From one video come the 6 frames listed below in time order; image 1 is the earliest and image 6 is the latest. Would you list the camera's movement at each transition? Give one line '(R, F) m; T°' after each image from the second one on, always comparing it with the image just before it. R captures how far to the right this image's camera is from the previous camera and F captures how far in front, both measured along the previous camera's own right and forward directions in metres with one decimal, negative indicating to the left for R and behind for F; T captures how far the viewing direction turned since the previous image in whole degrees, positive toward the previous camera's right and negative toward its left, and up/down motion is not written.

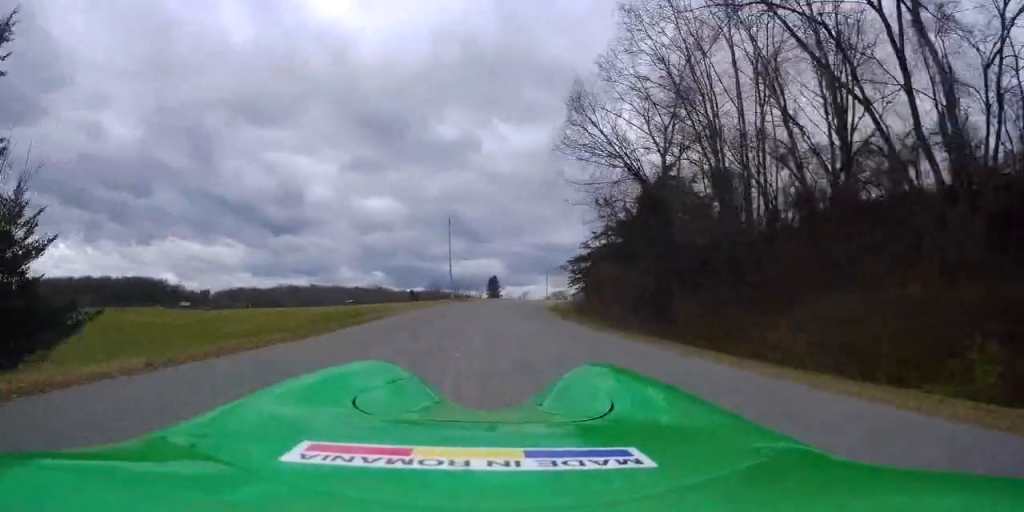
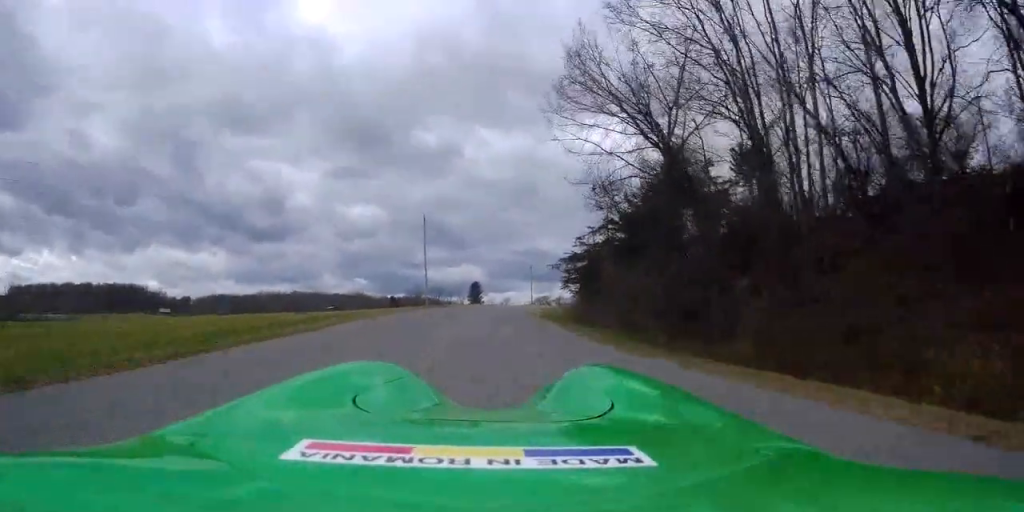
(+0.1, +7.1) m; 0°
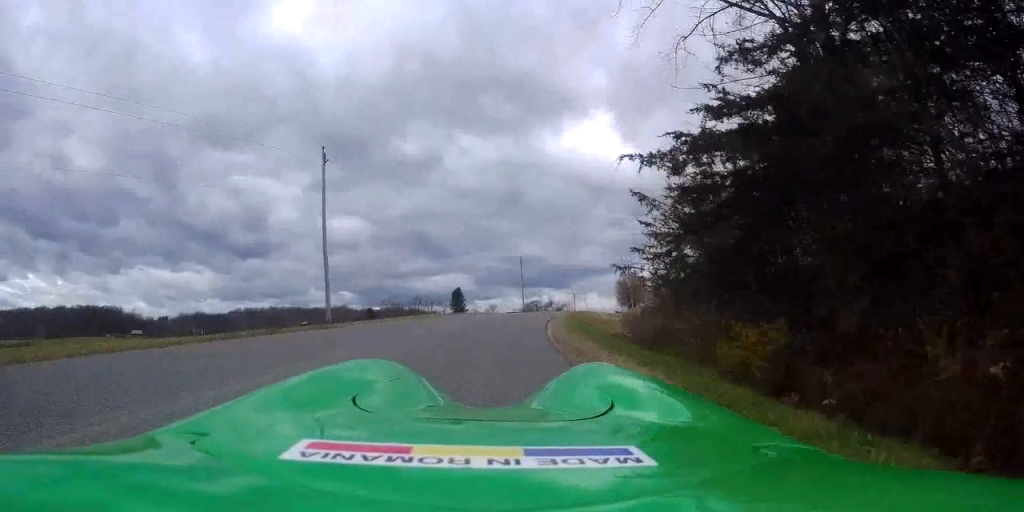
(-0.4, +28.1) m; 0°
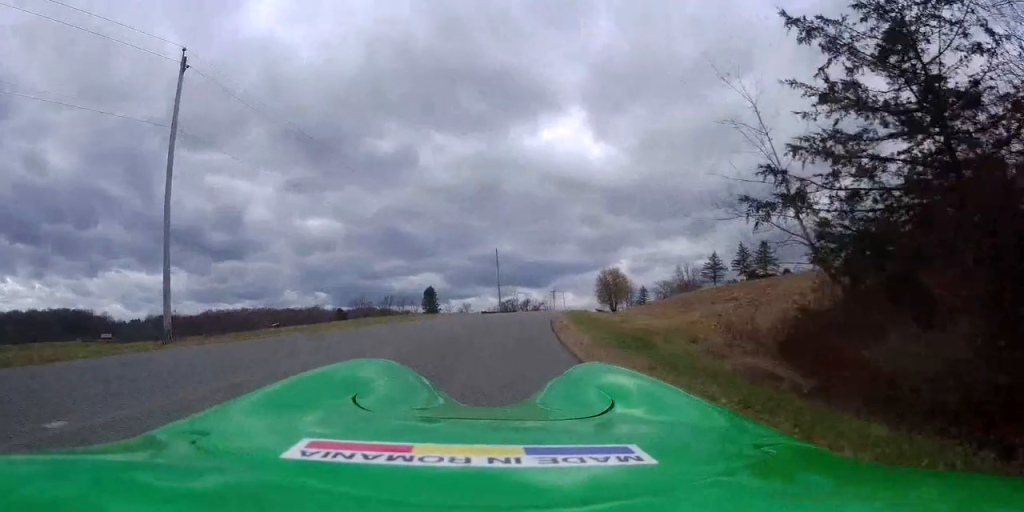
(+0.3, +12.4) m; +2°
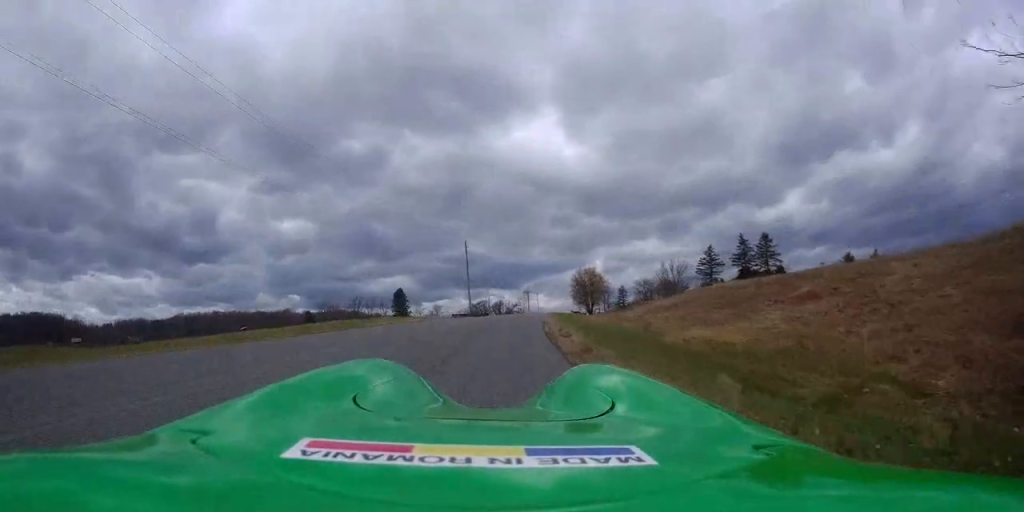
(+0.1, +8.9) m; +2°
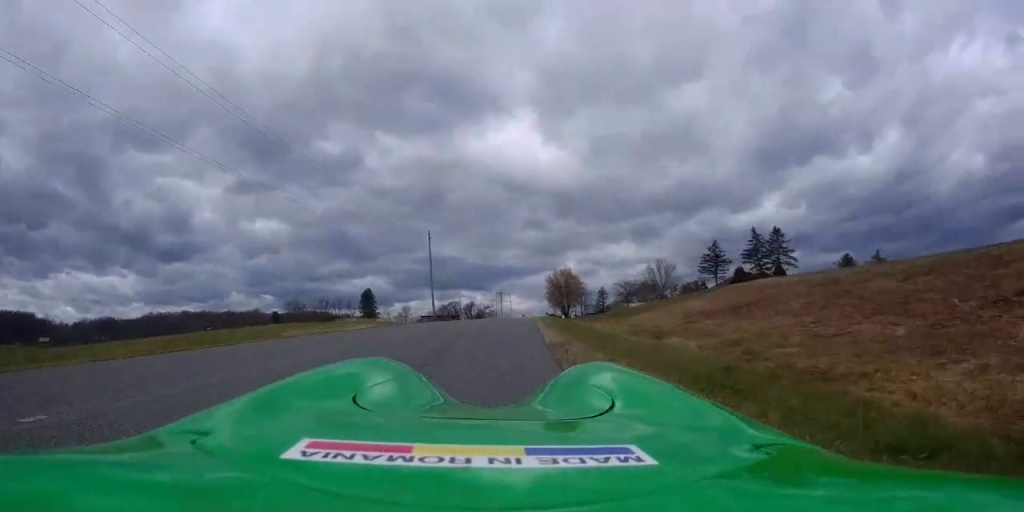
(+0.3, +10.1) m; +3°
